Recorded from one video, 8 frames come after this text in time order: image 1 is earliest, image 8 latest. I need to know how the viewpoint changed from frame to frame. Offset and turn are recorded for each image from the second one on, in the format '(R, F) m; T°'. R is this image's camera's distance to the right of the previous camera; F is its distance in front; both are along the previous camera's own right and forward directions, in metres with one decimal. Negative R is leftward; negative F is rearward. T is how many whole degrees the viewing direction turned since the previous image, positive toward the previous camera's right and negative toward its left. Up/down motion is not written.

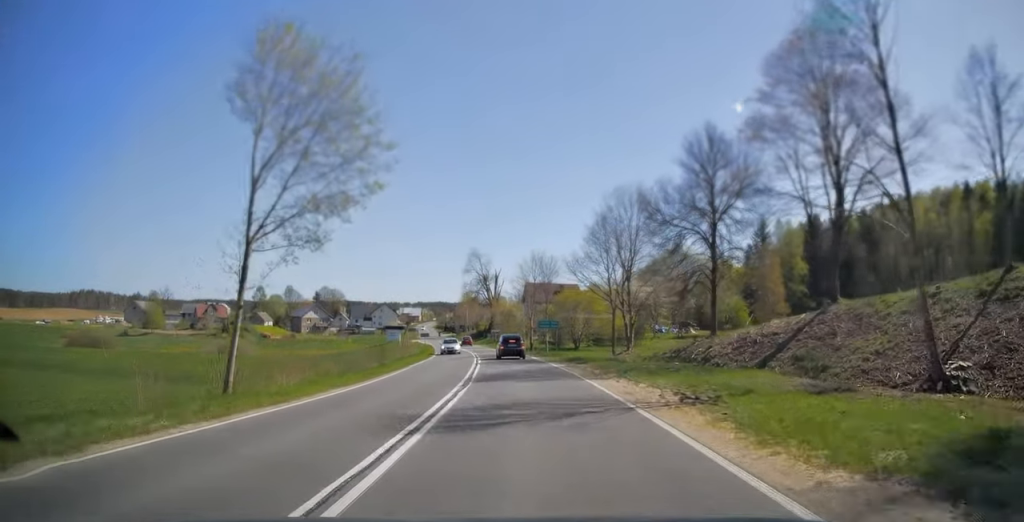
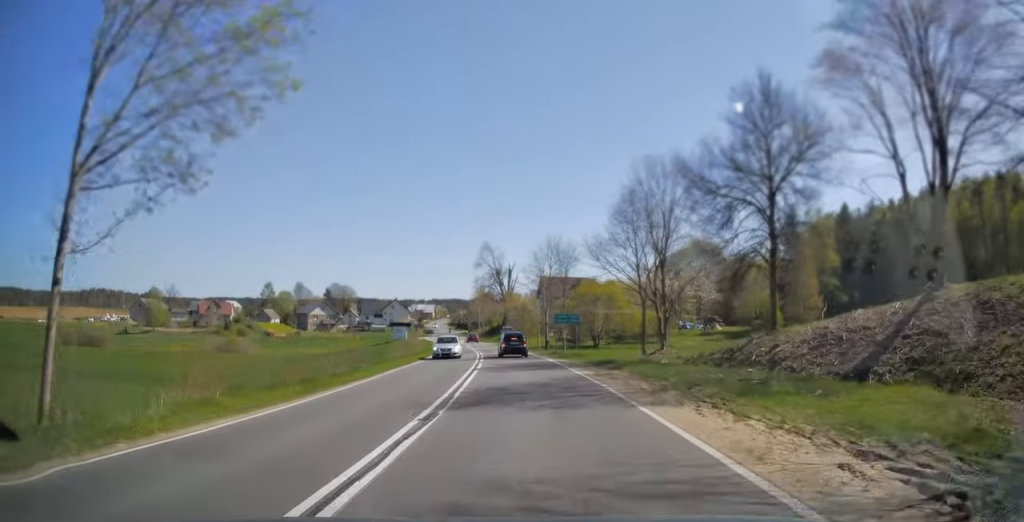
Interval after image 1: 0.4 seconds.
(-0.2, +7.4) m; -1°
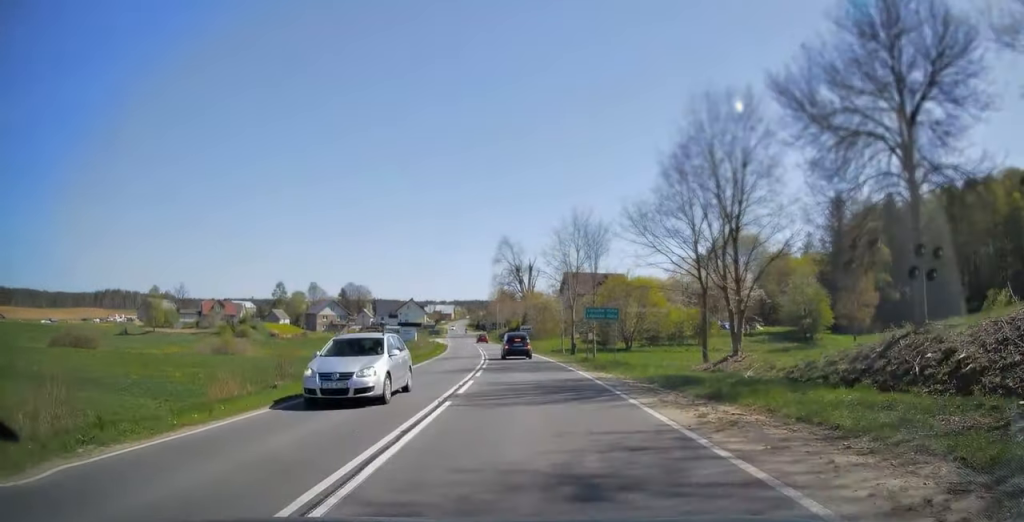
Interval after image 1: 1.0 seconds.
(-0.2, +10.8) m; -2°
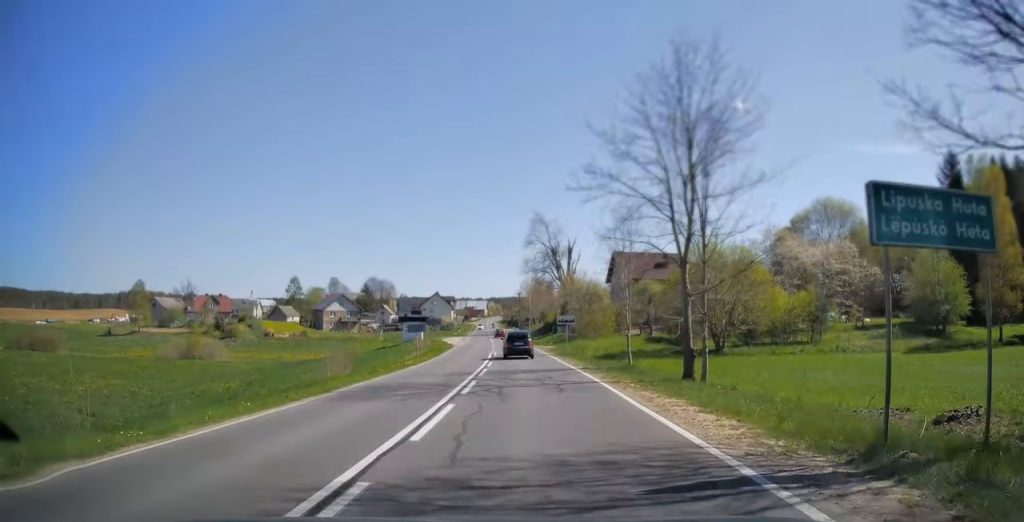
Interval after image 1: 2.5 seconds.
(-0.7, +24.4) m; -3°
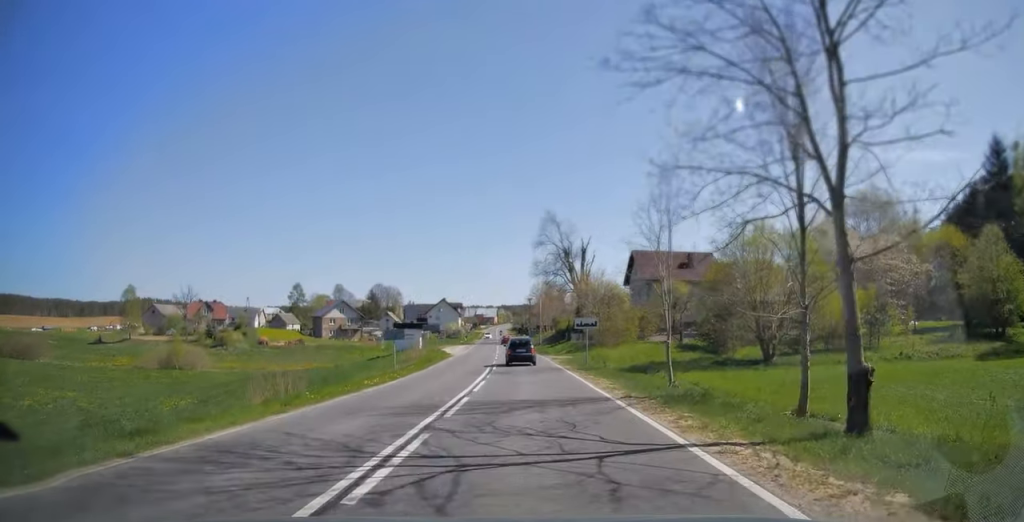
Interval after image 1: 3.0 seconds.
(-0.1, +8.9) m; -1°
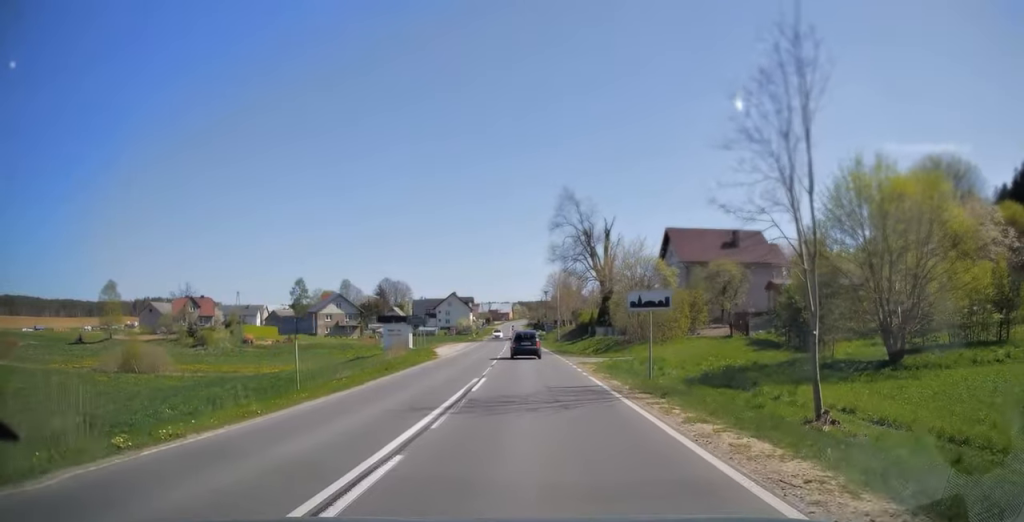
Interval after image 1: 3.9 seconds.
(-0.2, +14.1) m; -2°
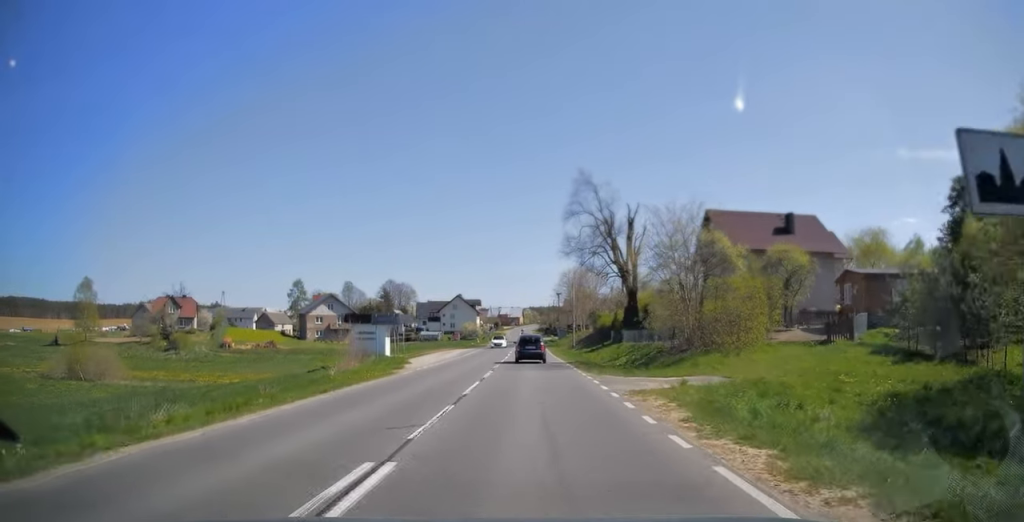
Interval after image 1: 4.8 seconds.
(-0.2, +13.0) m; -1°
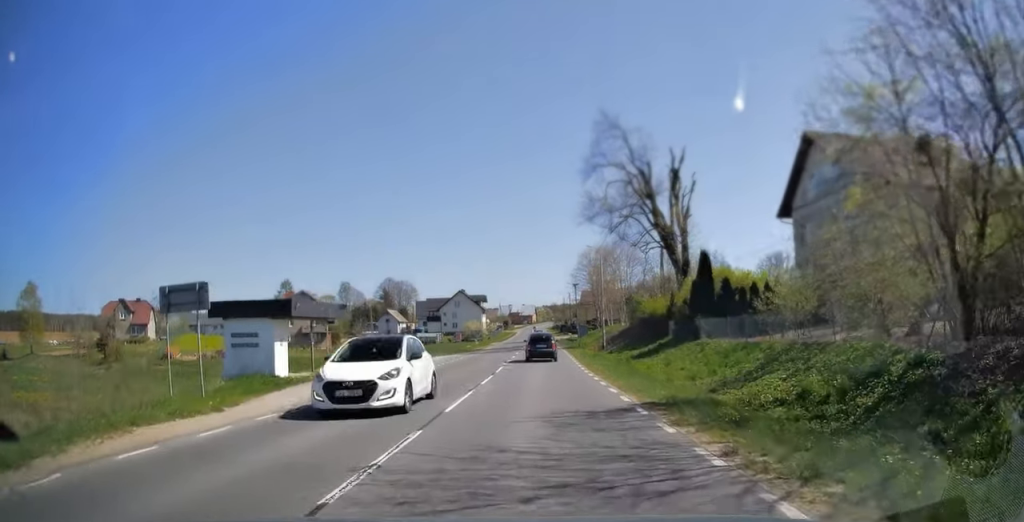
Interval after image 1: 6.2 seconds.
(-0.2, +21.7) m; 0°
